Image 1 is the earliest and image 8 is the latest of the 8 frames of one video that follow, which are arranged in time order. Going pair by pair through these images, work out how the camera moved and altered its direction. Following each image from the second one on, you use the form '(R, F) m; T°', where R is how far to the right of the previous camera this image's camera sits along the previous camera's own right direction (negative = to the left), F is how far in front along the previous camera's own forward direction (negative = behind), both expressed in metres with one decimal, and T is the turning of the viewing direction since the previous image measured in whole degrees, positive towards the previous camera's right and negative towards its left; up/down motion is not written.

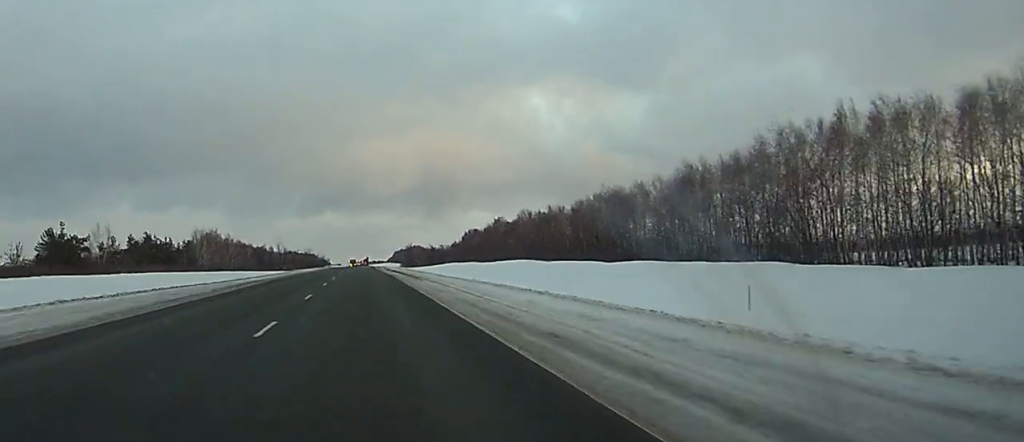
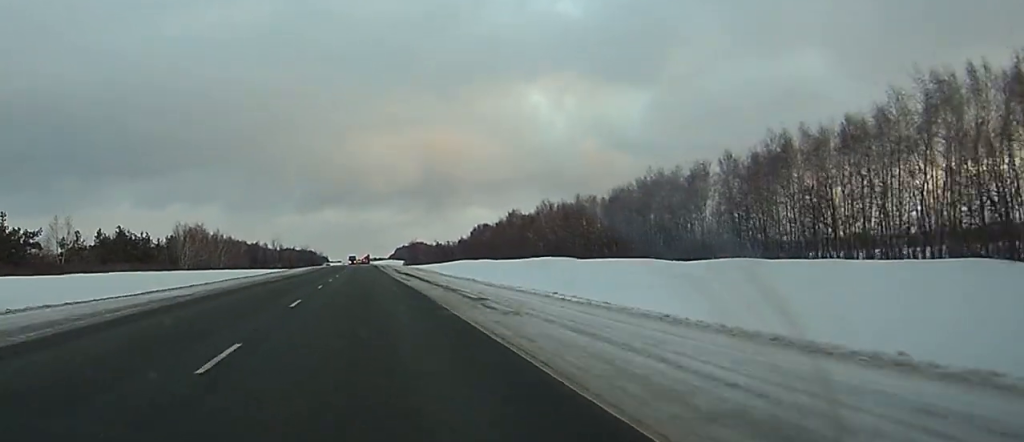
(0.0, +28.5) m; 0°
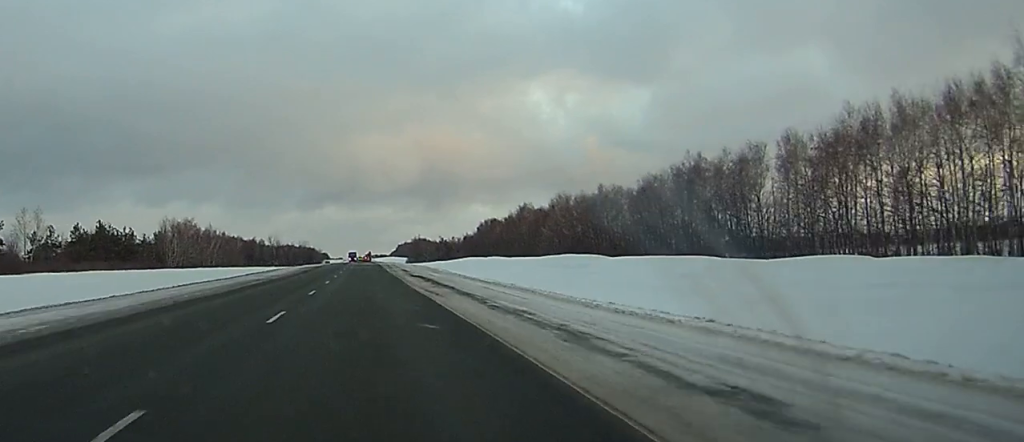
(0.0, +17.5) m; 0°
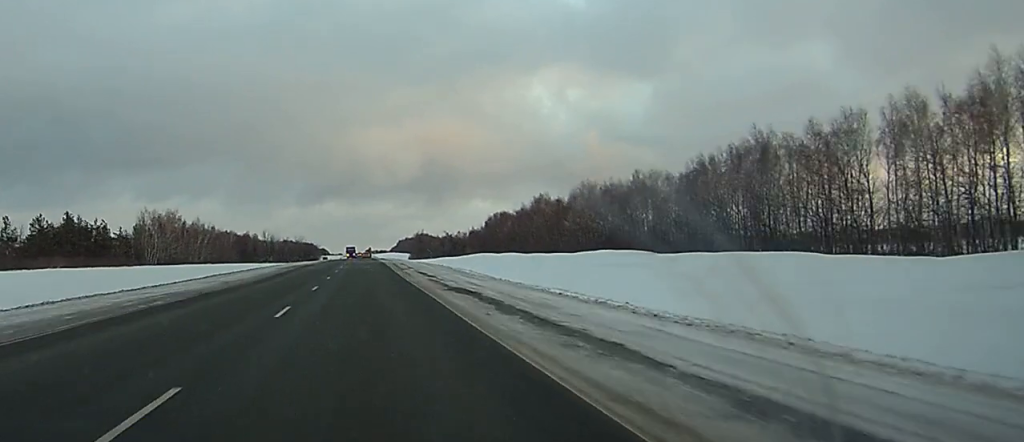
(0.0, +22.8) m; 0°
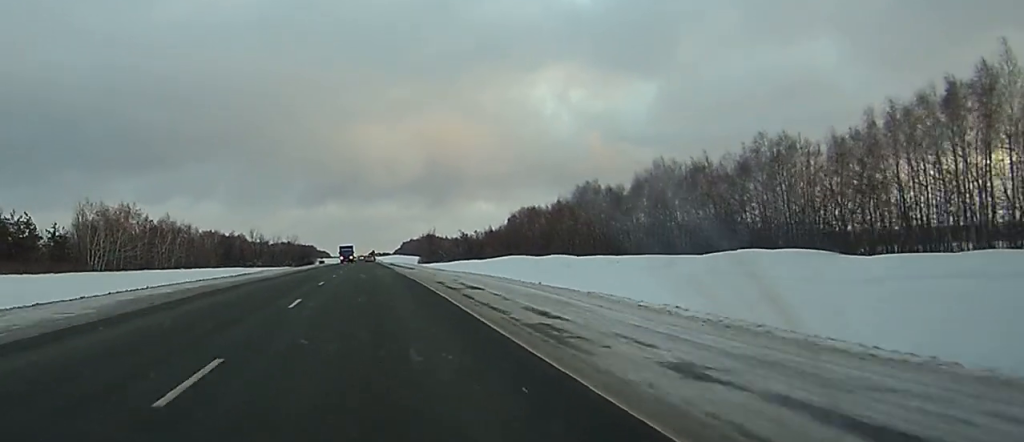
(0.0, +46.3) m; 0°
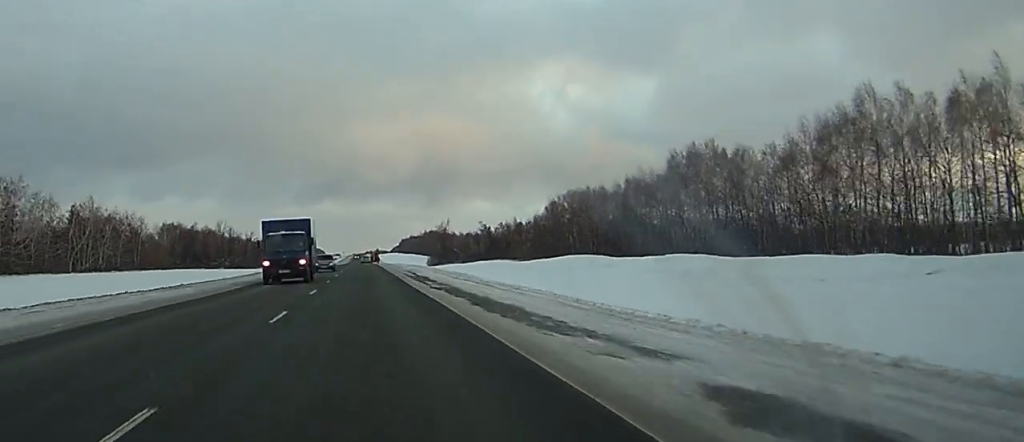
(0.0, +63.6) m; 0°
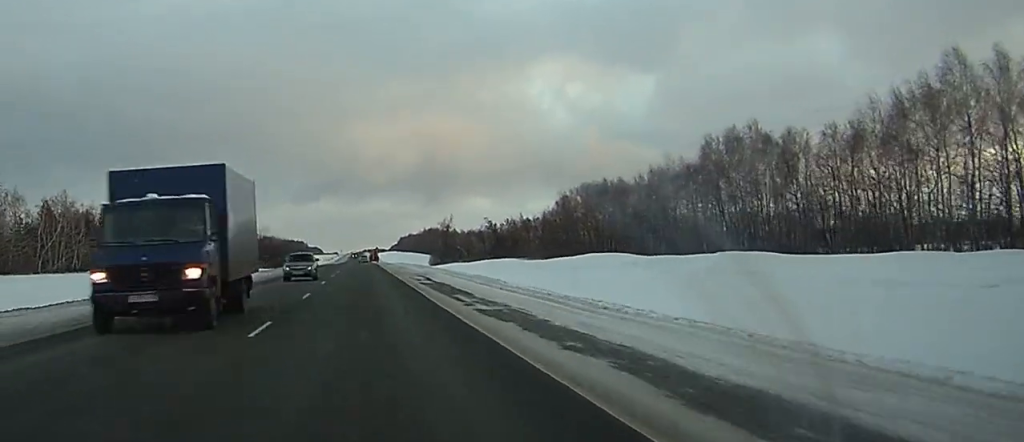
(0.0, +14.7) m; 0°
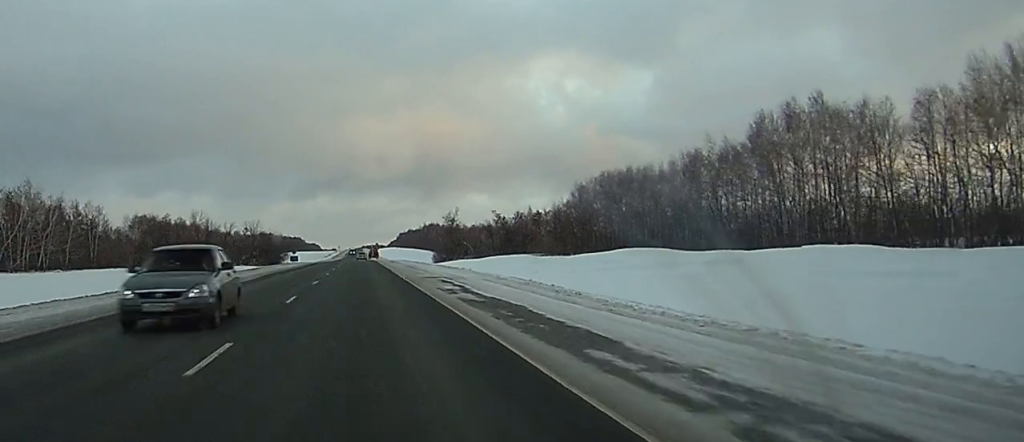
(0.0, +16.8) m; 0°
